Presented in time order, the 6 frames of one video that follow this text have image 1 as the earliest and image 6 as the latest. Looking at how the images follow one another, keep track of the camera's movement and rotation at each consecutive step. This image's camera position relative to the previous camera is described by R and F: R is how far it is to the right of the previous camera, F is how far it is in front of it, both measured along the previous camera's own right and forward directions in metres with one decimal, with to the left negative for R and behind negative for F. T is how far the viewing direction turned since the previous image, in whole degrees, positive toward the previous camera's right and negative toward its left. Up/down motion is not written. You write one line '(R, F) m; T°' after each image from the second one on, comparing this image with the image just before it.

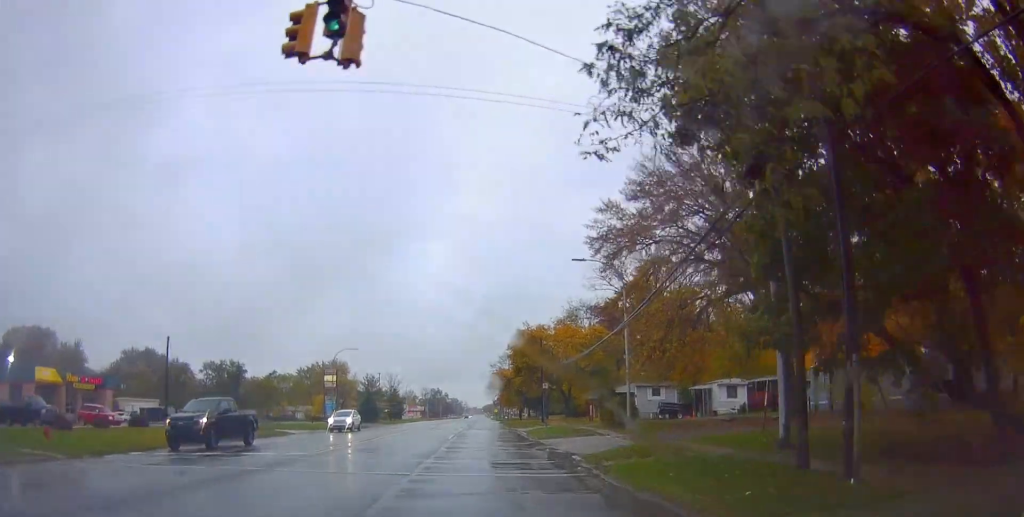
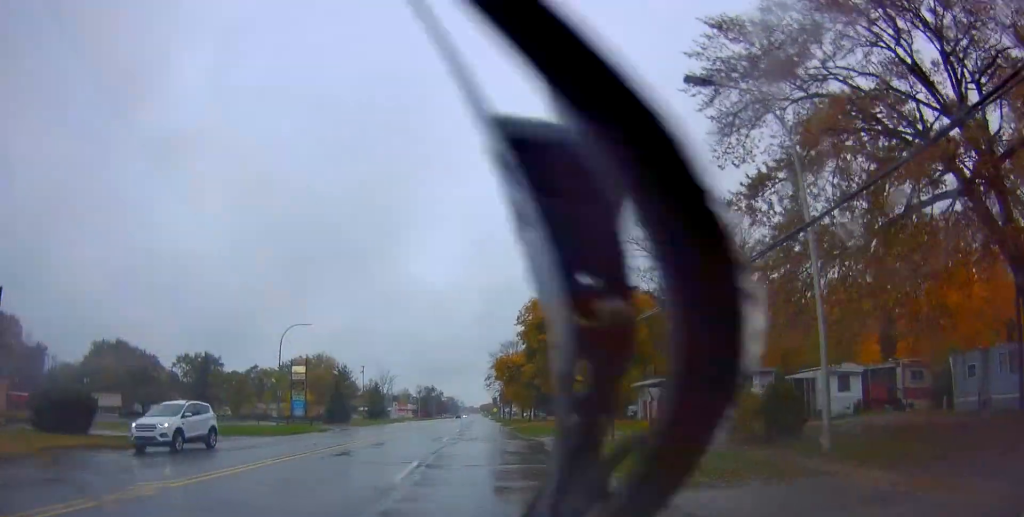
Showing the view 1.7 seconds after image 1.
(0.0, +14.4) m; 0°
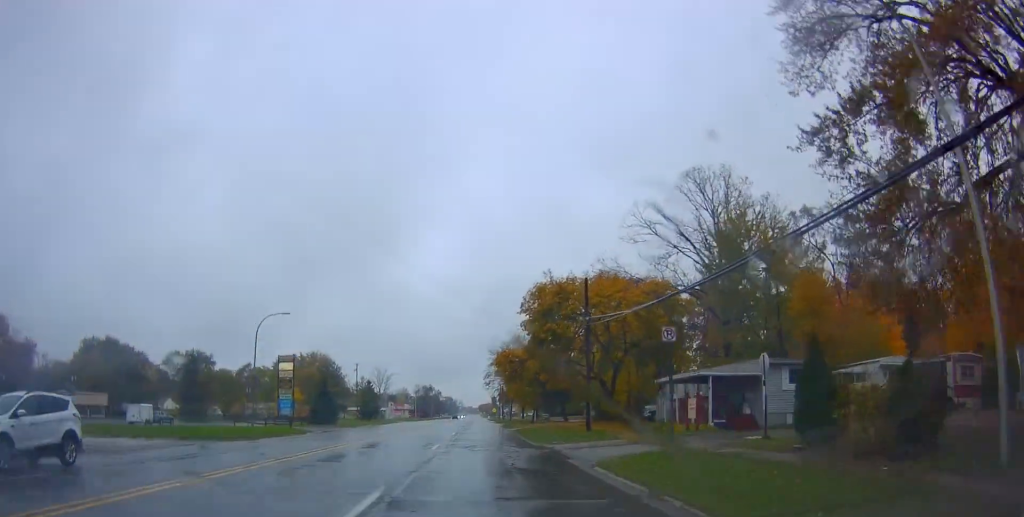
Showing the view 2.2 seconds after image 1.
(0.0, +4.6) m; 0°
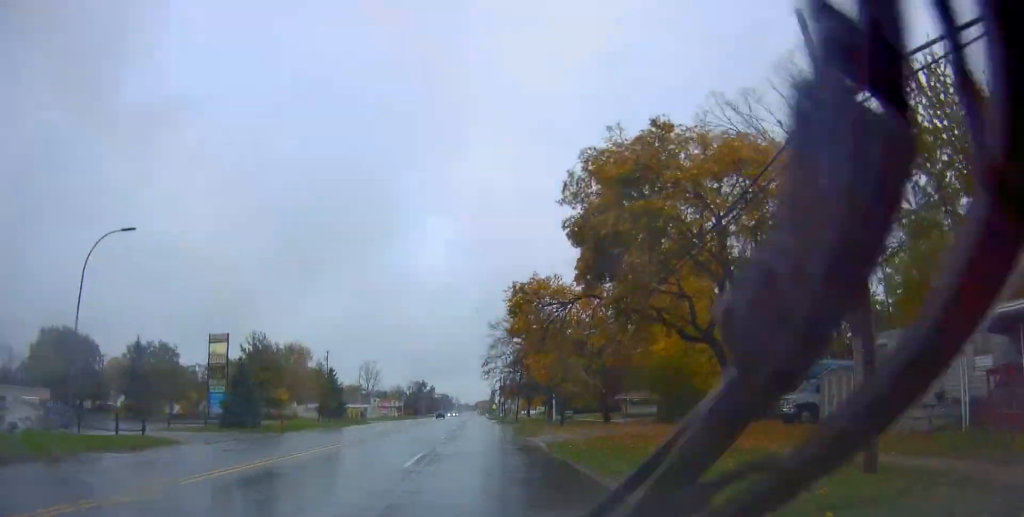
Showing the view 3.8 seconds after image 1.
(0.0, +18.5) m; 0°
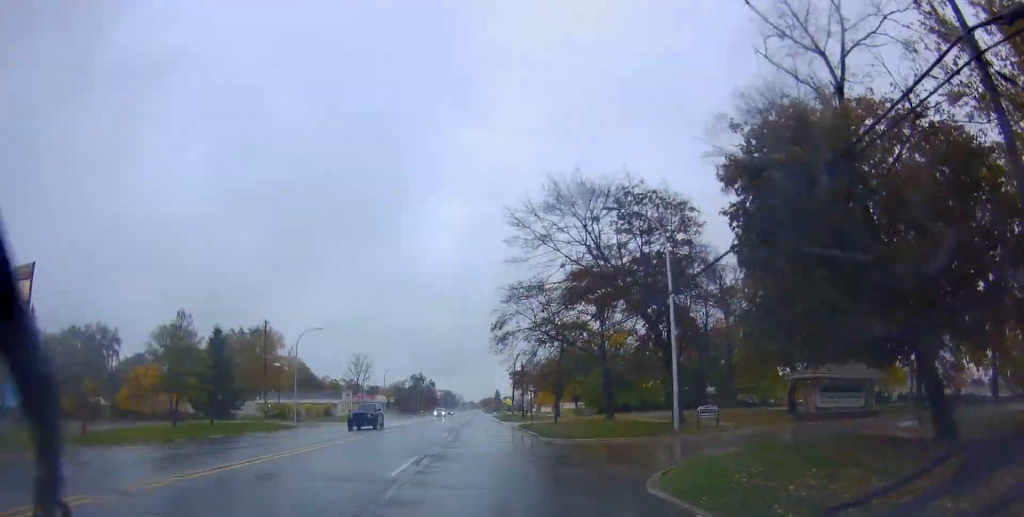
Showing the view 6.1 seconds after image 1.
(0.0, +28.8) m; -2°
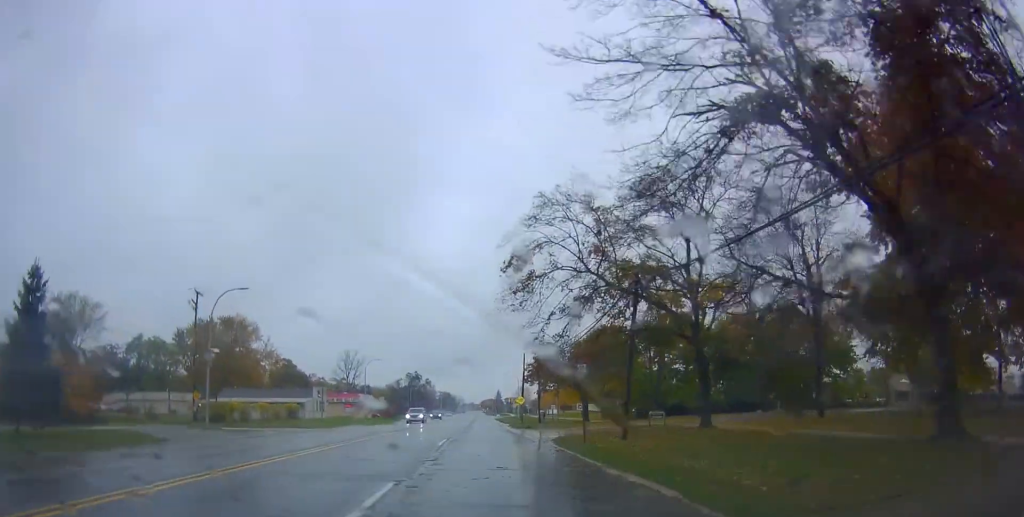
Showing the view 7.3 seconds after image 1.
(-0.6, +17.6) m; +2°
